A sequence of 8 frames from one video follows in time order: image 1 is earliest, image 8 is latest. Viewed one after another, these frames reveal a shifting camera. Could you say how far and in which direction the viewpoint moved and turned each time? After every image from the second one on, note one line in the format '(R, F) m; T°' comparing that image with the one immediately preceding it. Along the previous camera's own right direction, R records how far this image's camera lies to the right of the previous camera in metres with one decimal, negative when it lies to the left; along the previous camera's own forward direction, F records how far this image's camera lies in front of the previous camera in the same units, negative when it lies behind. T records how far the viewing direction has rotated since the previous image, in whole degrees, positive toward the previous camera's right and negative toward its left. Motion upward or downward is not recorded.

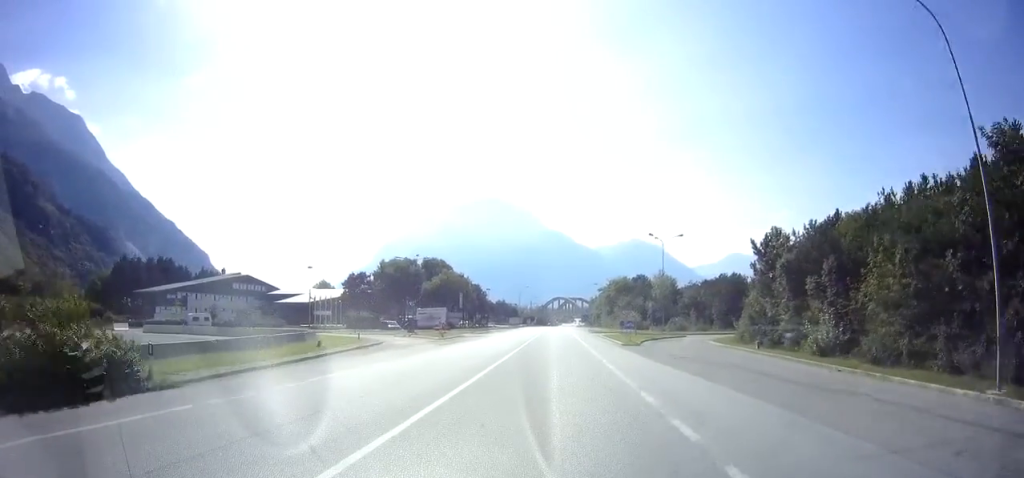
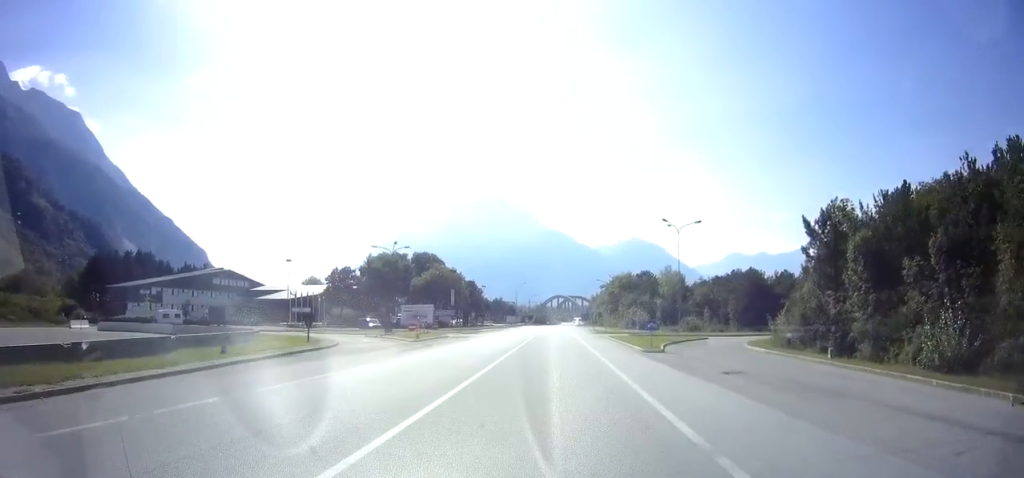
(+0.1, +7.9) m; +1°
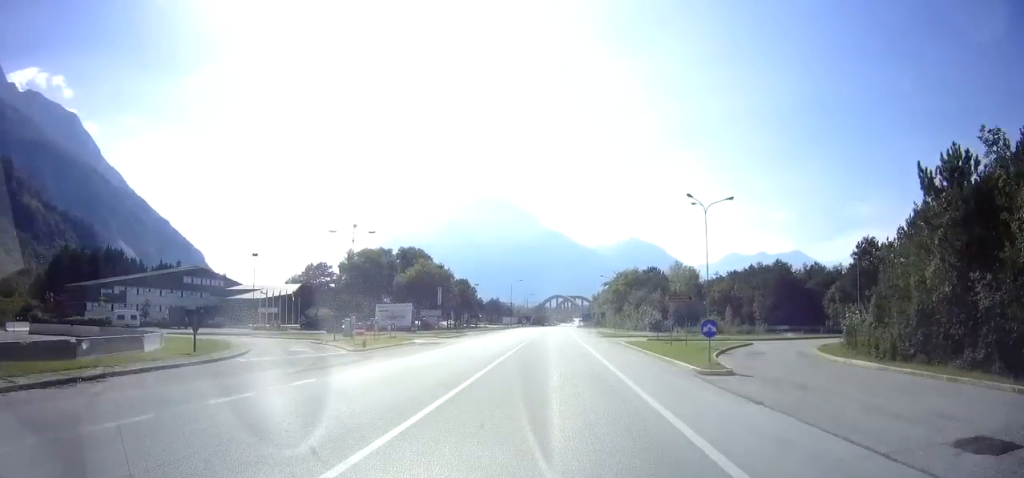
(+0.1, +10.2) m; 0°
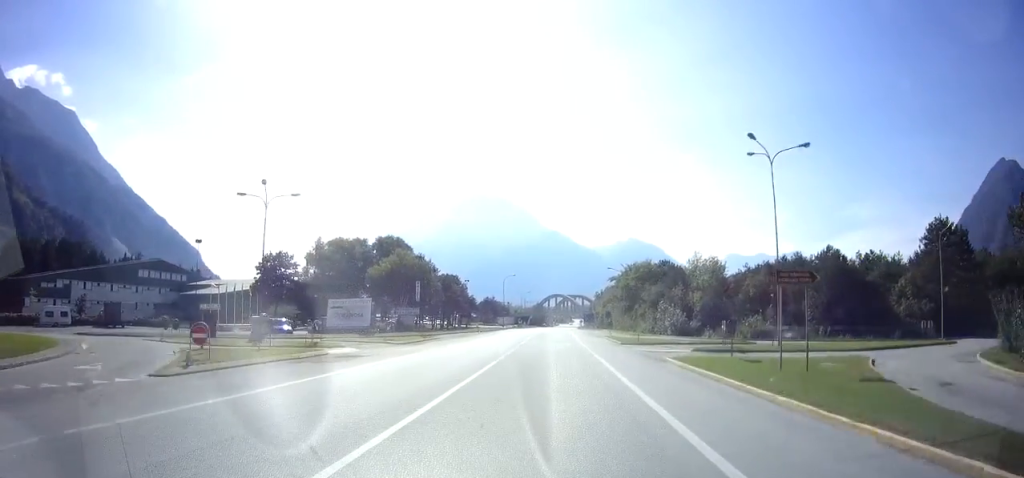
(+0.1, +13.7) m; 0°
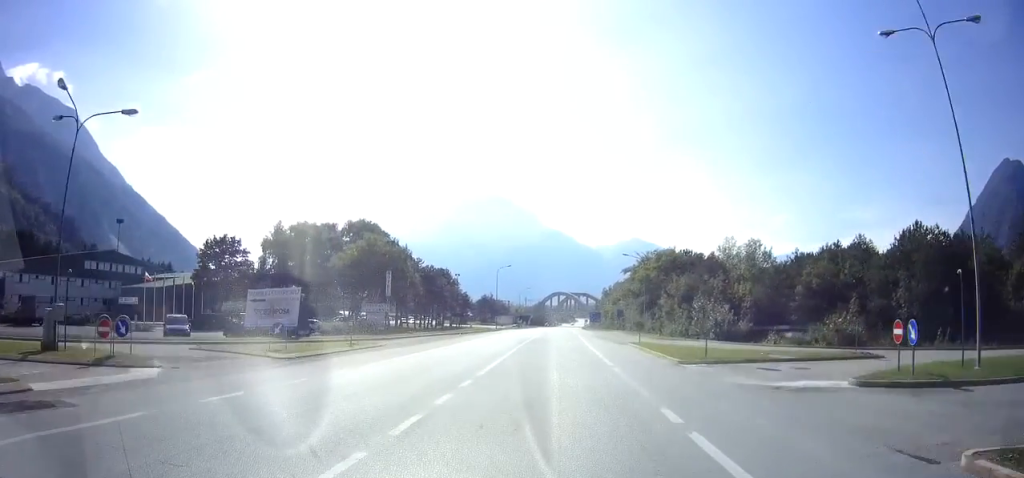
(-0.2, +14.9) m; -1°
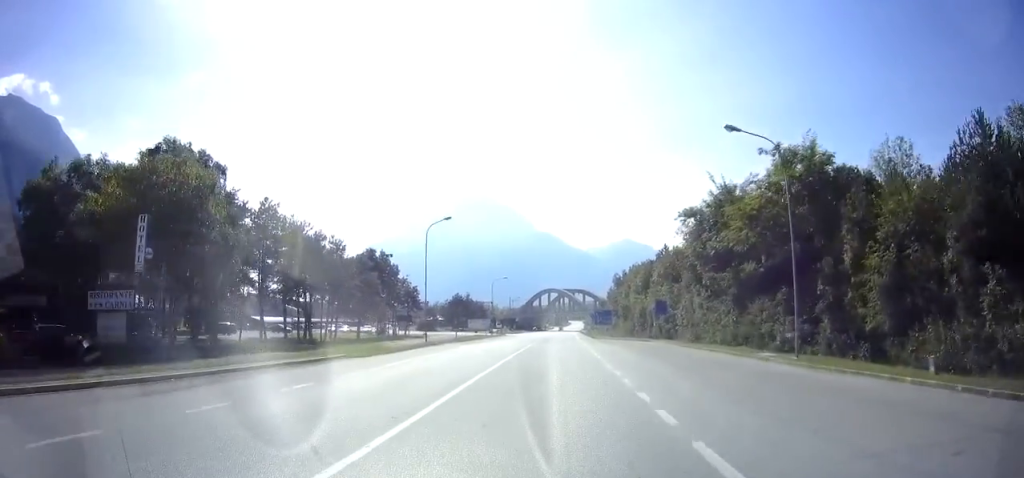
(+0.6, +40.2) m; +2°
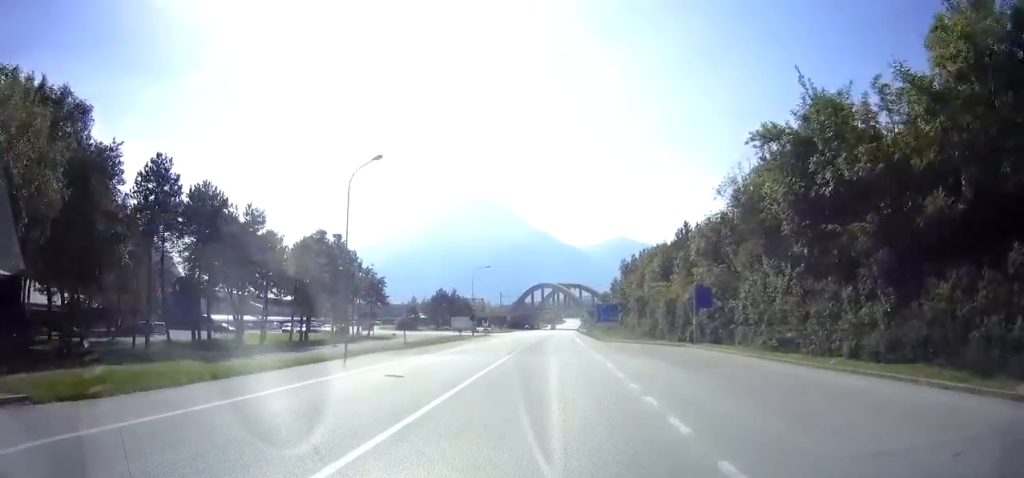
(+0.1, +15.2) m; 0°
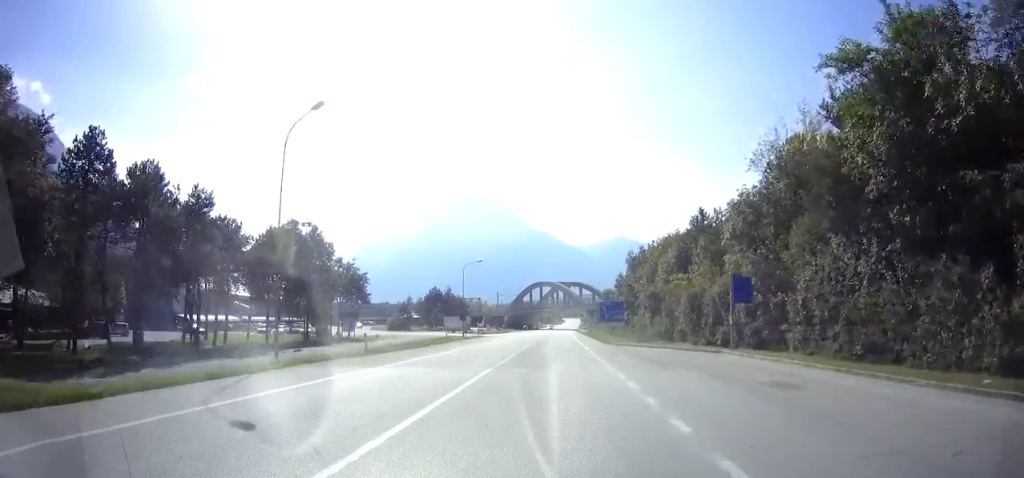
(0.0, +7.0) m; 0°
